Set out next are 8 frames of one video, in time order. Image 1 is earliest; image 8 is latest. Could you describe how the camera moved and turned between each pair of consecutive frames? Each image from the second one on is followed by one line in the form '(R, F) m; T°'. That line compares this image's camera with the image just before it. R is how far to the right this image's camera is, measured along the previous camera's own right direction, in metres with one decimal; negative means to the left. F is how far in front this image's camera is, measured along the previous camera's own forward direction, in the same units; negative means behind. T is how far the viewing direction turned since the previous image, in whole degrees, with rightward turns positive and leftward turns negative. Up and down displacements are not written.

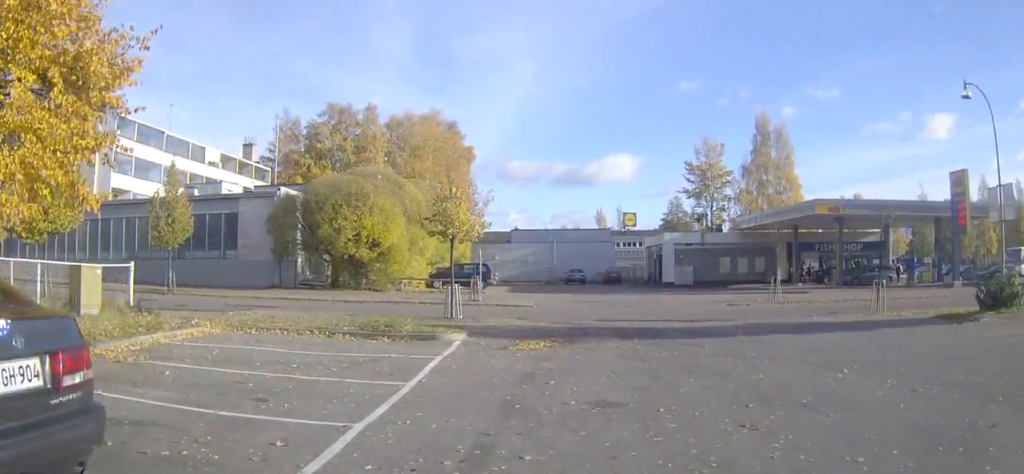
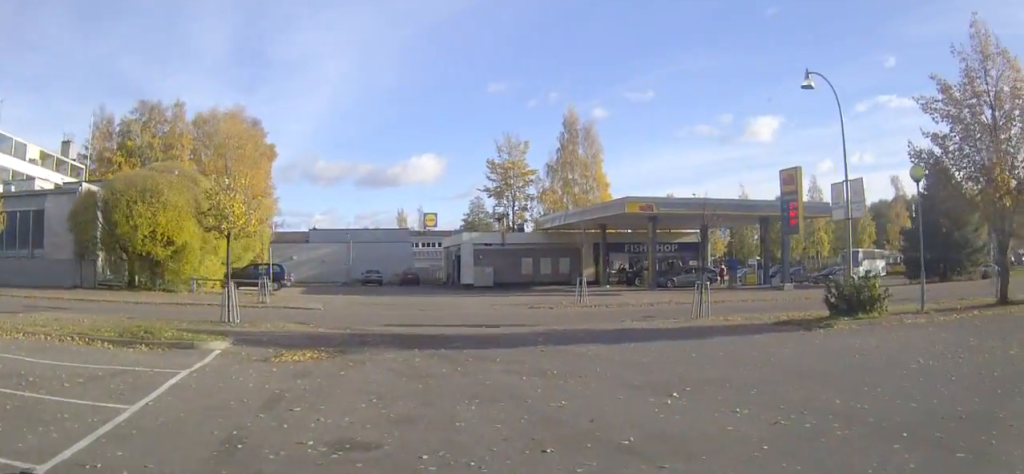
(+0.1, +0.2) m; 0°
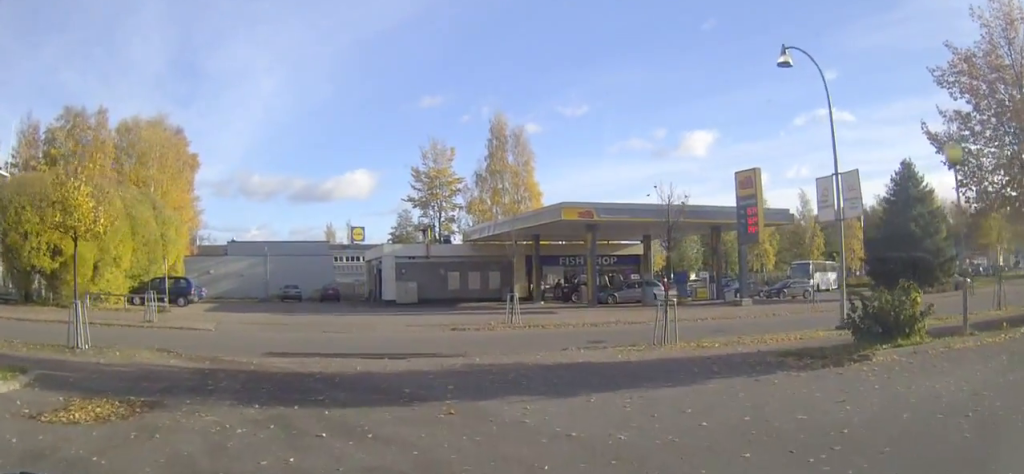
(+0.1, +0.3) m; 0°
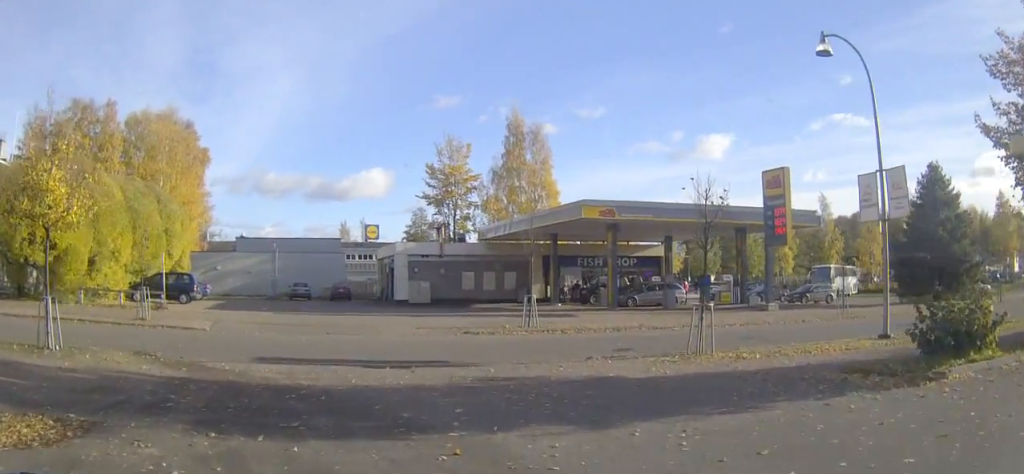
(0.0, +0.5) m; 0°
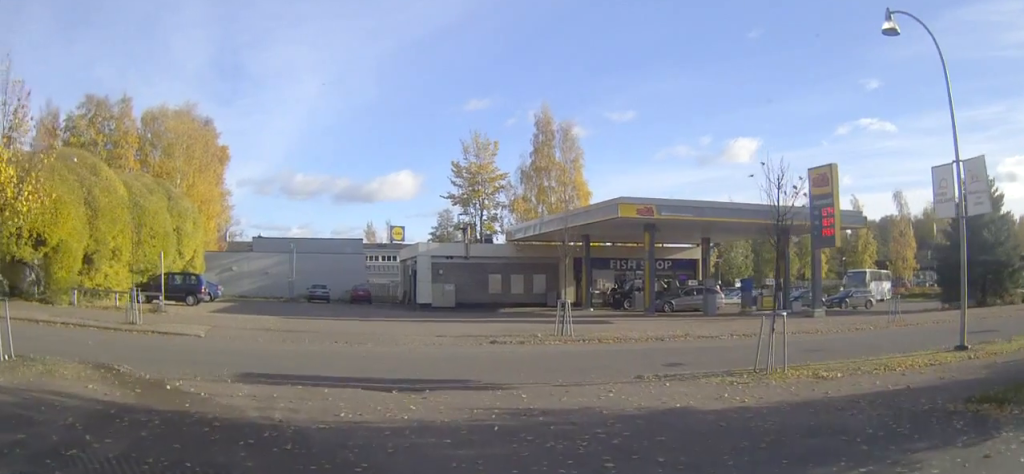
(+0.1, +1.5) m; 0°
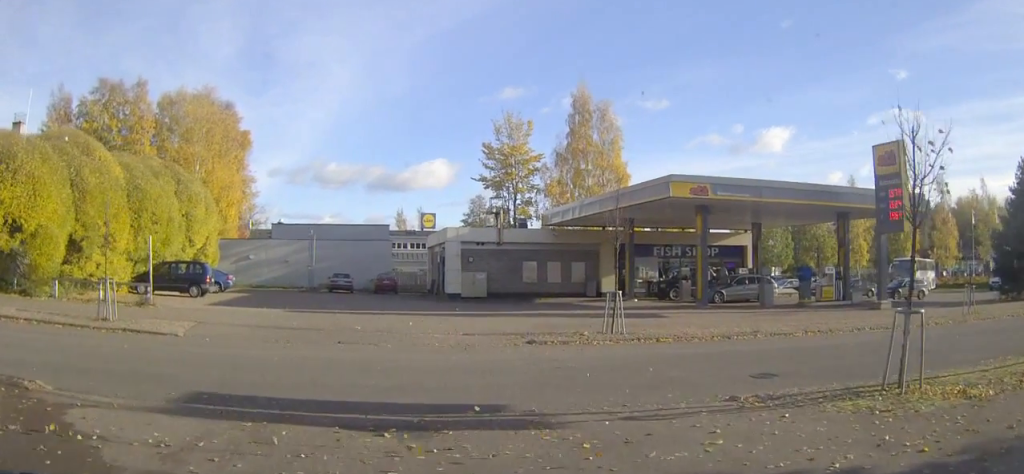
(-0.1, +4.2) m; 0°
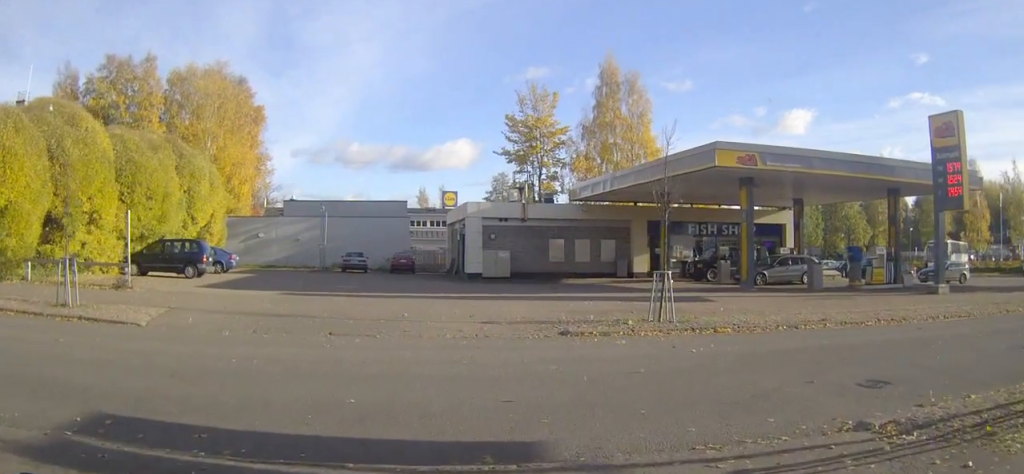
(0.0, +3.7) m; 0°
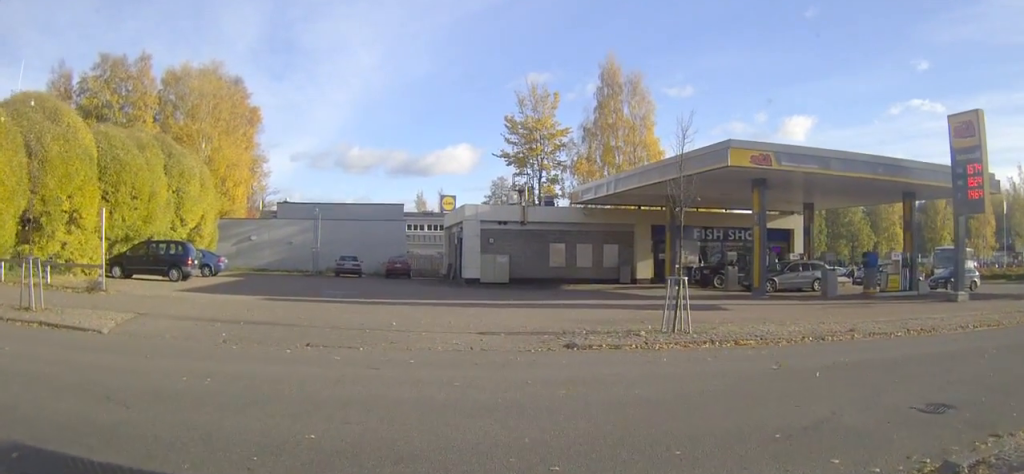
(0.0, +2.1) m; -1°
